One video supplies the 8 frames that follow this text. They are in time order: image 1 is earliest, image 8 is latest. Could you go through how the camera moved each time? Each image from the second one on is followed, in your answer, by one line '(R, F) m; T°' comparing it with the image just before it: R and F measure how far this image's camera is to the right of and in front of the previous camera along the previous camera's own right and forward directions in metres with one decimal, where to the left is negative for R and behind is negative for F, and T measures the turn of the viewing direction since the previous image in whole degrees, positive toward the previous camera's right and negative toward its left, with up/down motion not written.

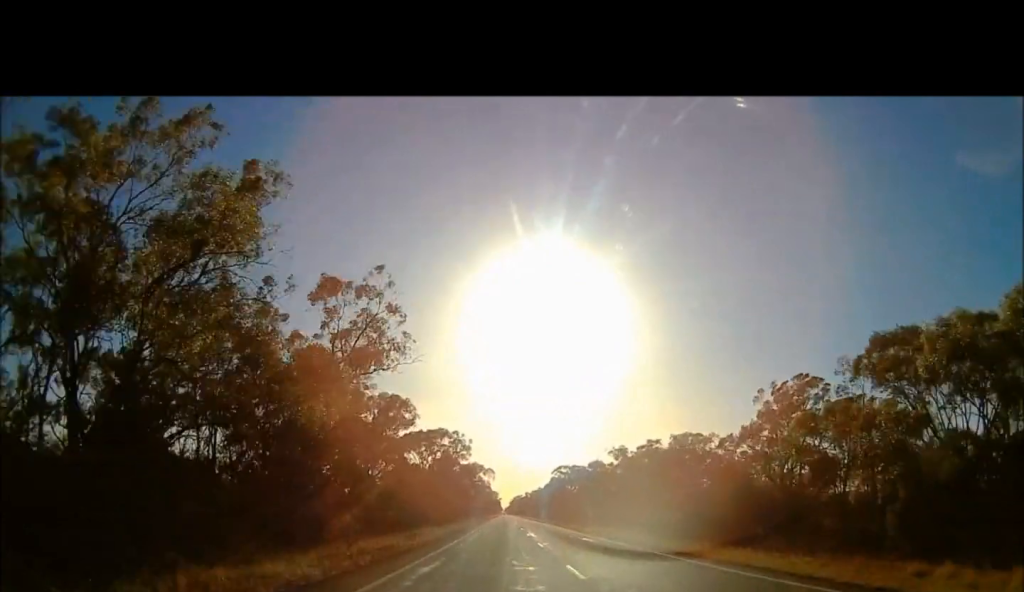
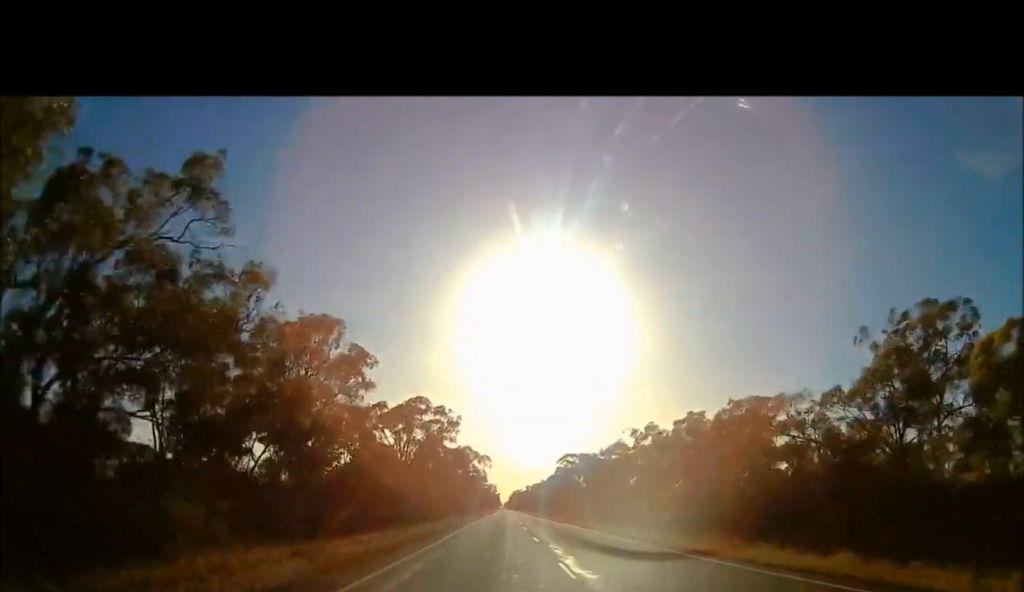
(0.0, +26.2) m; 0°
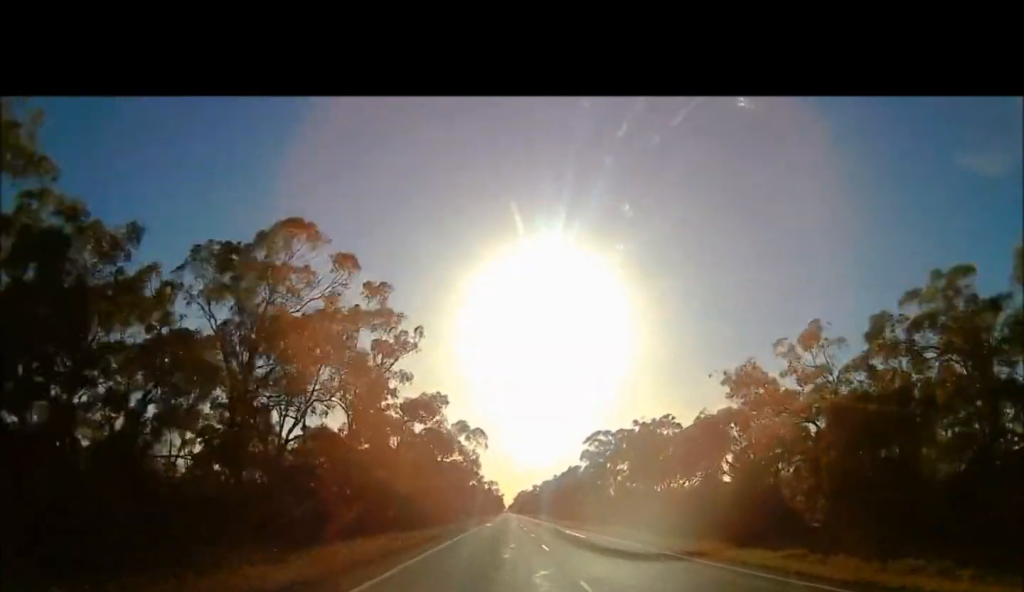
(+0.2, +52.3) m; 0°
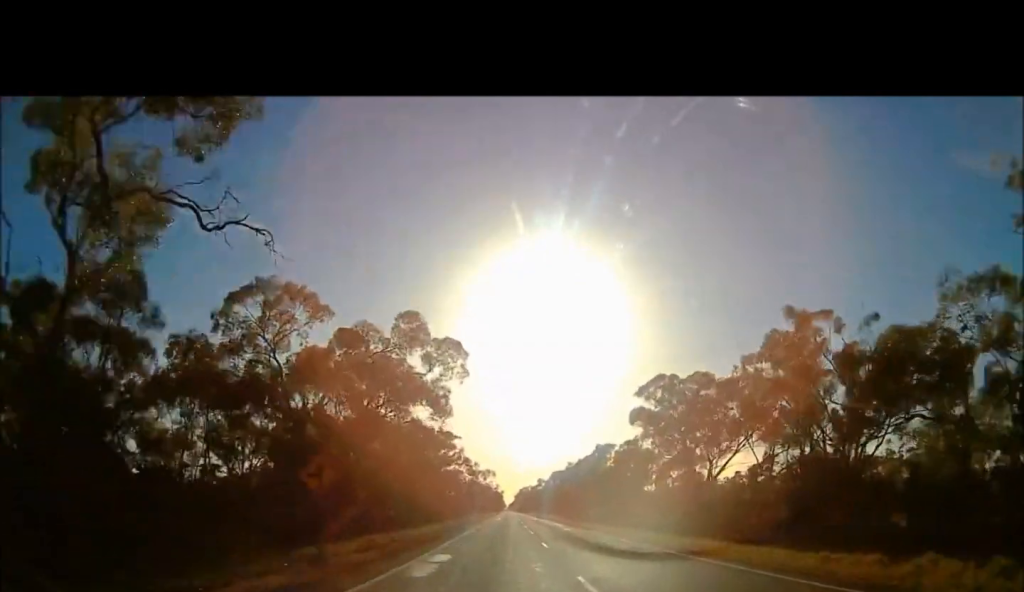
(-0.2, +45.1) m; -2°
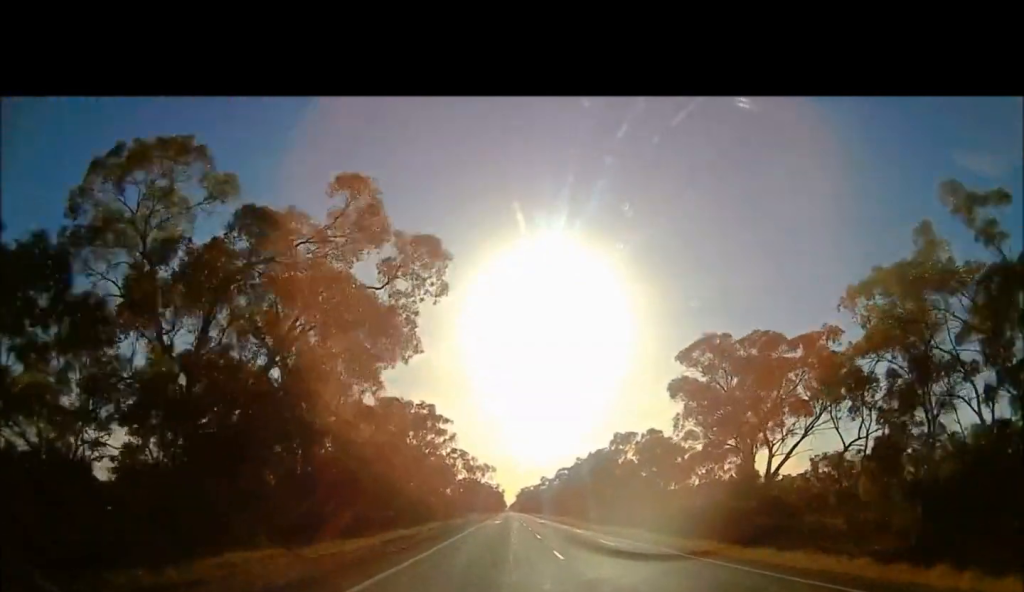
(-0.3, +15.6) m; -1°
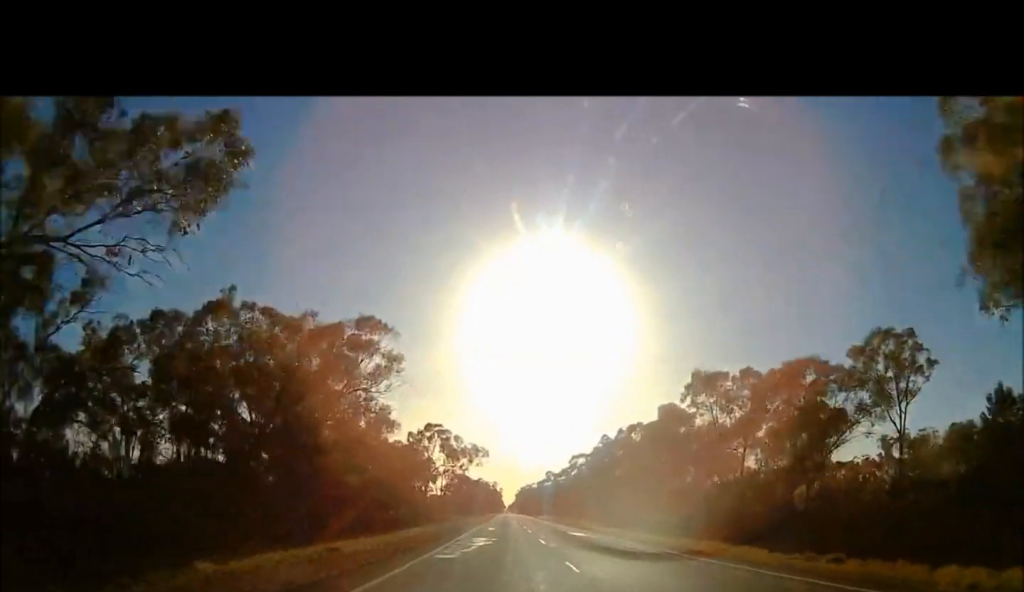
(-0.3, +35.6) m; -1°
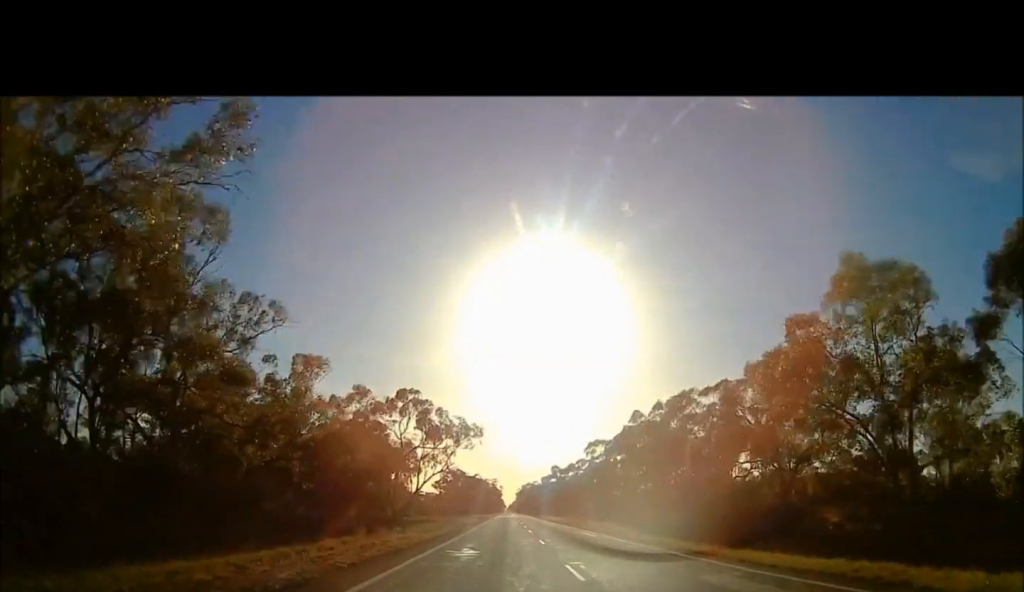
(0.0, +21.7) m; +2°
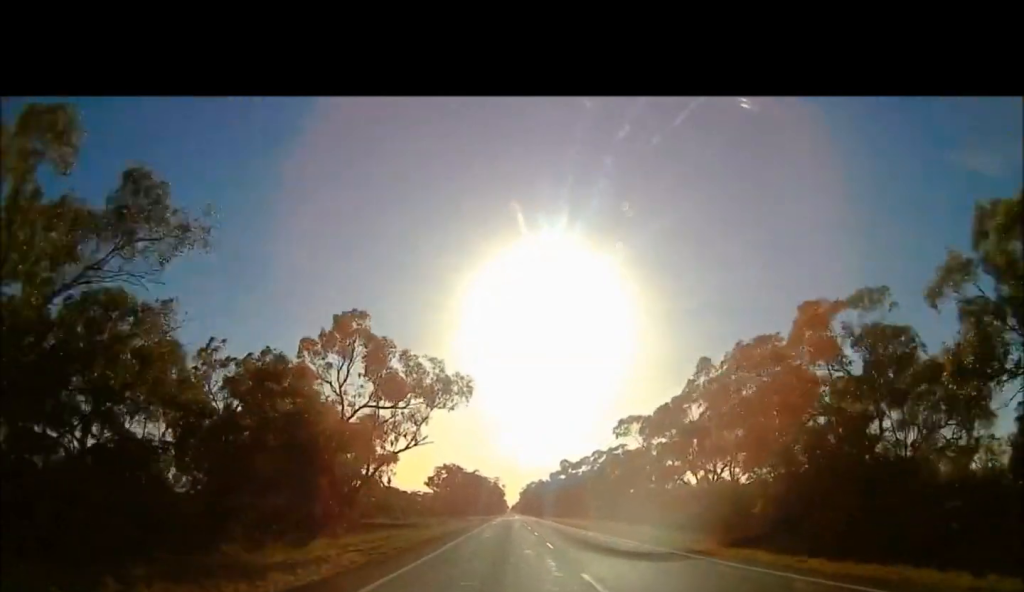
(+0.3, +22.0) m; +2°
